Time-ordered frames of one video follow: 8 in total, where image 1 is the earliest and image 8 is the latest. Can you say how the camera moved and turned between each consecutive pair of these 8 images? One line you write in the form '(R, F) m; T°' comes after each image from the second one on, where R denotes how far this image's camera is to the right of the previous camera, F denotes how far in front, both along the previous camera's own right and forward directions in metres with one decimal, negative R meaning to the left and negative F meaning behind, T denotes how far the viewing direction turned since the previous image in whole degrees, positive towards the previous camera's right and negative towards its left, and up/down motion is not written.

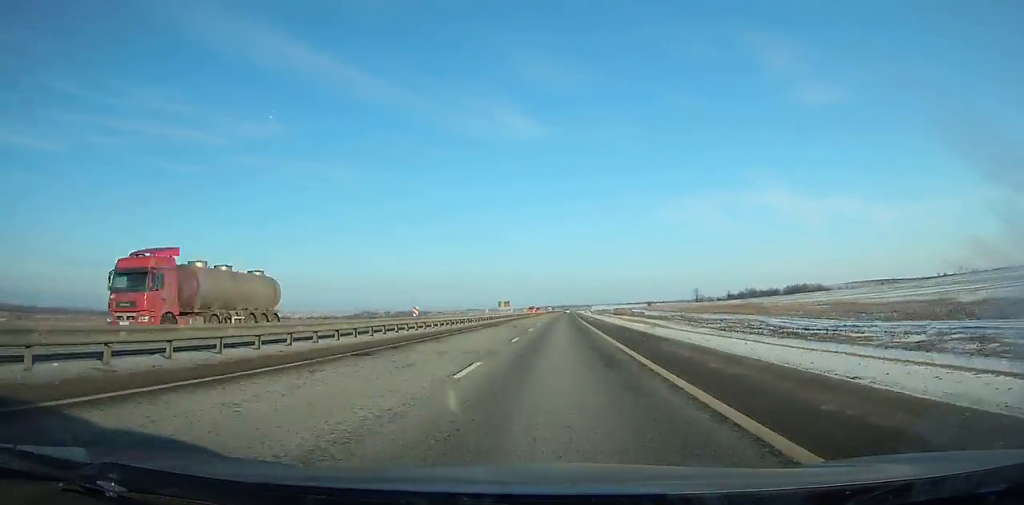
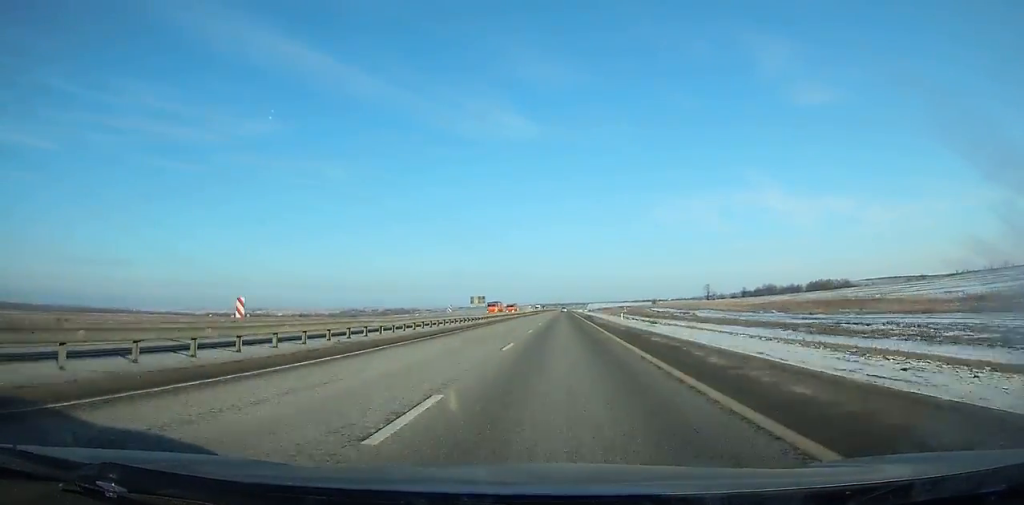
(+0.5, +75.0) m; +1°
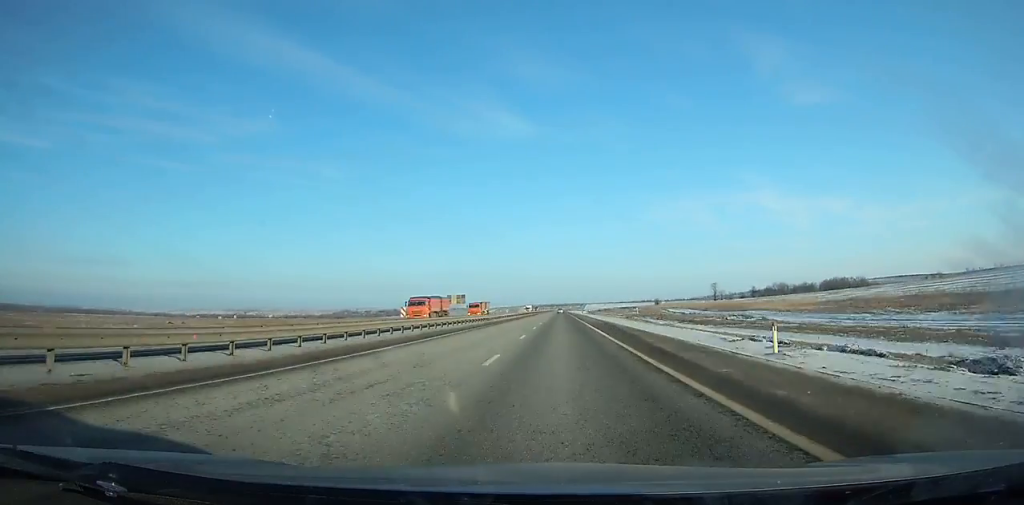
(+0.1, +39.2) m; 0°
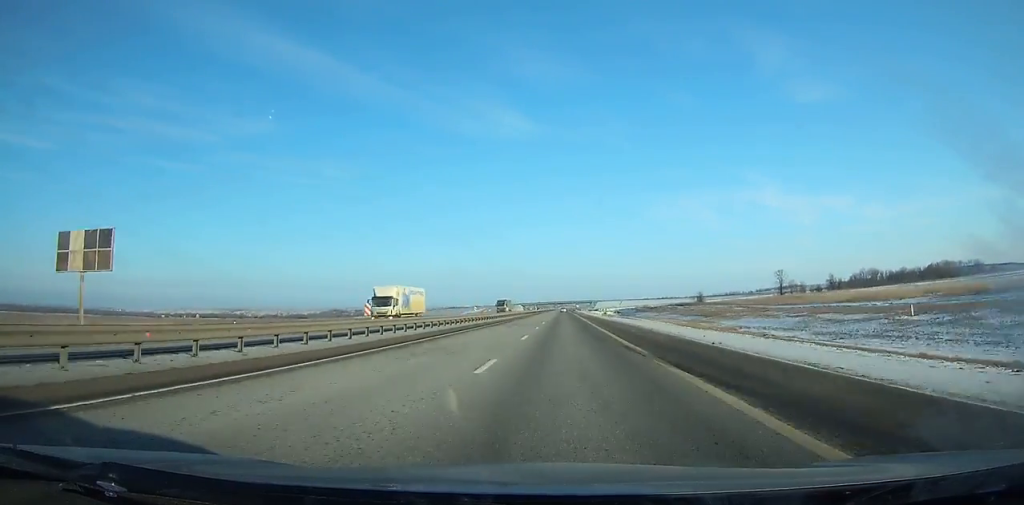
(+0.3, +152.8) m; 0°
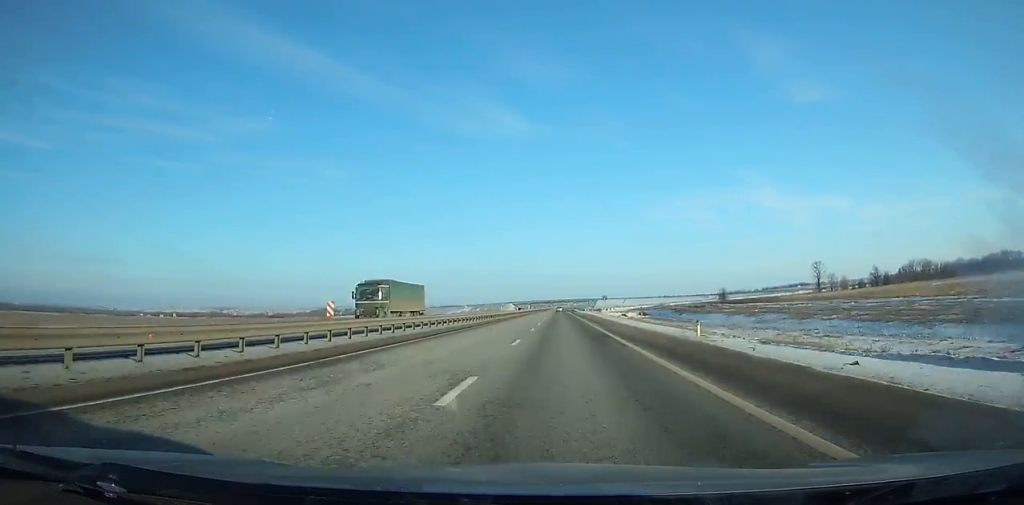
(-0.1, +61.6) m; 0°
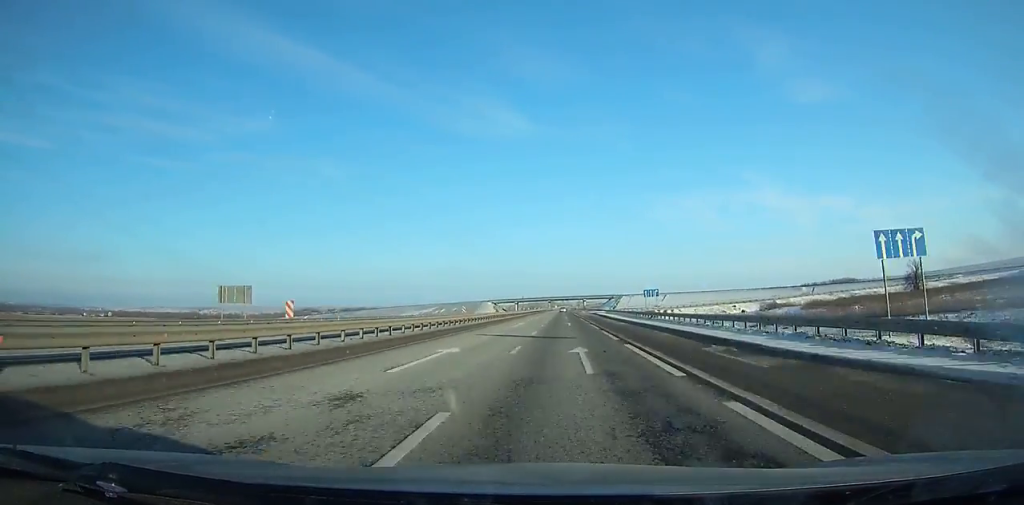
(+0.6, +177.5) m; 0°
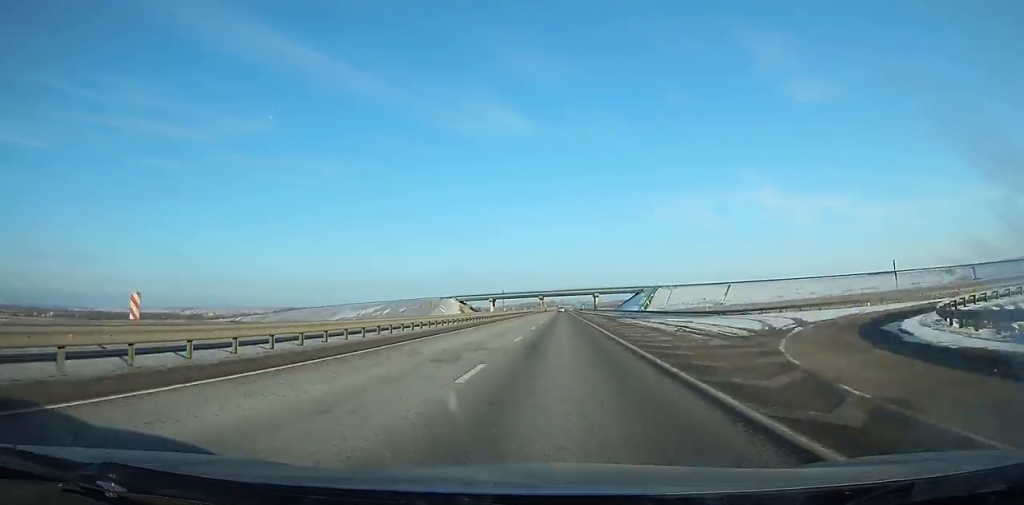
(+0.4, +122.4) m; 0°
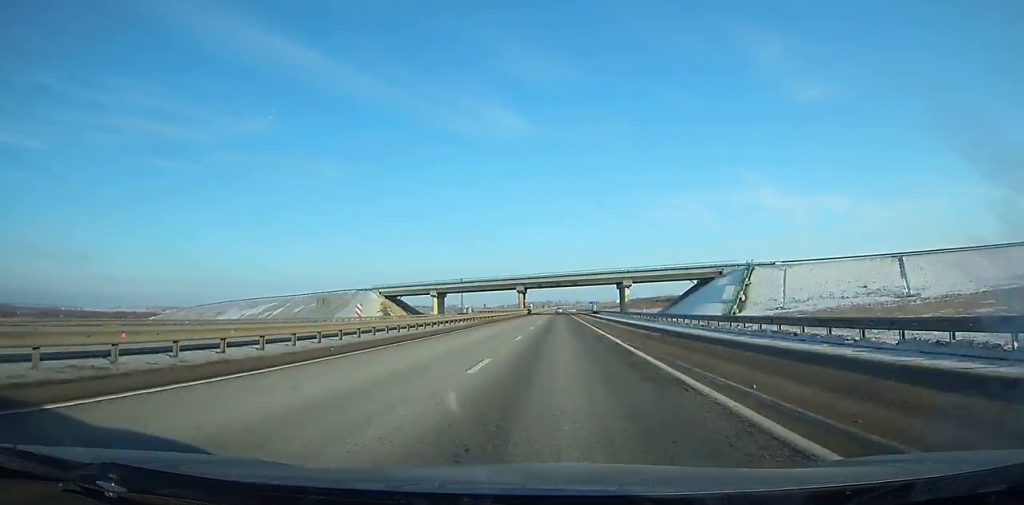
(-0.1, +103.5) m; 0°
